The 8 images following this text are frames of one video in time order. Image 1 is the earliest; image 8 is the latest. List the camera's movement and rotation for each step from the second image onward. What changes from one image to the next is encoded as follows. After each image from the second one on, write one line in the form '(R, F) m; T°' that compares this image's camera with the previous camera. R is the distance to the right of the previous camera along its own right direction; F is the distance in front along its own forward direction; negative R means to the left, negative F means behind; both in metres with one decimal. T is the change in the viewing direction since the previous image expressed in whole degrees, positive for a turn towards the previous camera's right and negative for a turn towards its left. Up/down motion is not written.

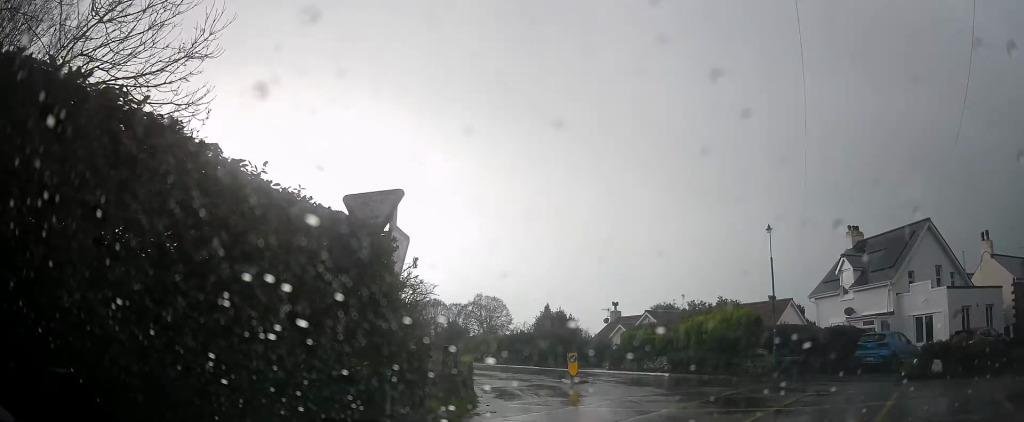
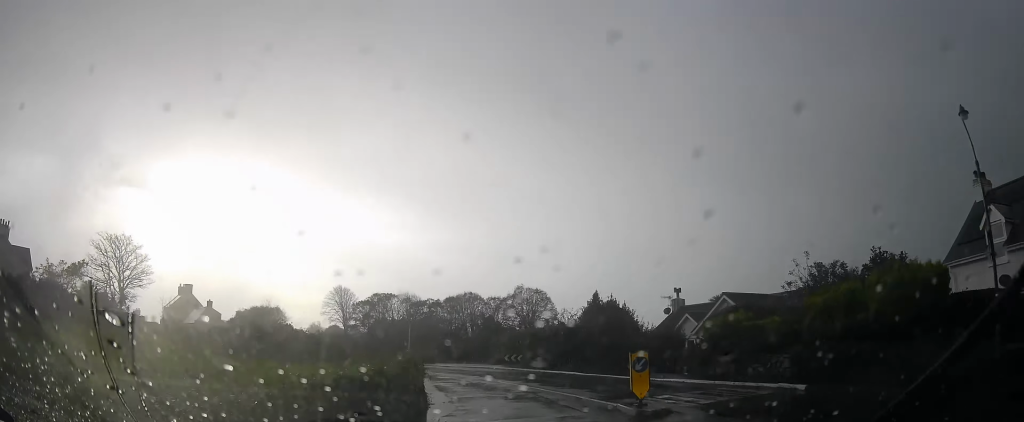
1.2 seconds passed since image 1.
(-0.8, +9.0) m; 0°
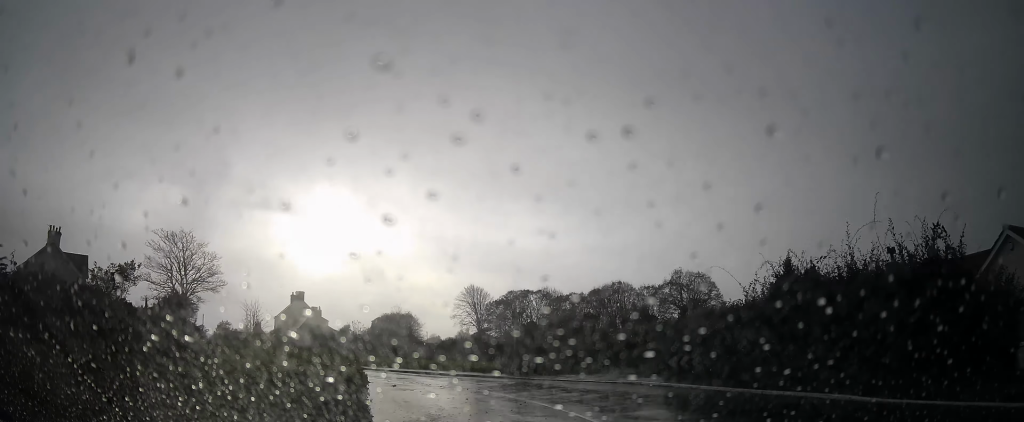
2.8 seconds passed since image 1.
(-0.4, +11.3) m; -15°
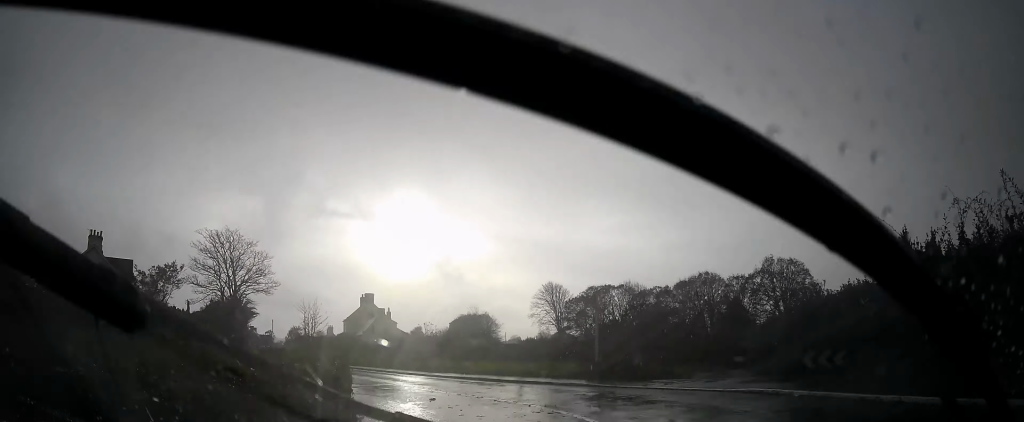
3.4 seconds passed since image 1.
(-0.4, +4.2) m; -6°
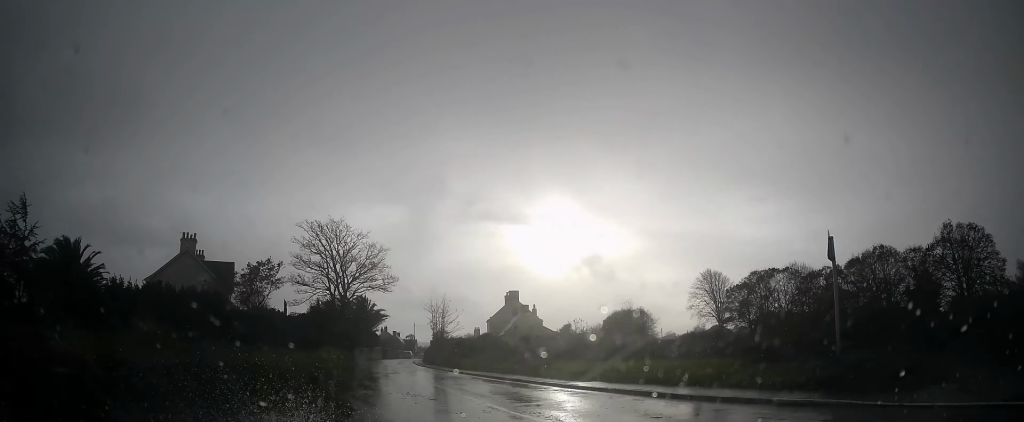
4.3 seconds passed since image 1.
(-0.5, +6.7) m; -6°
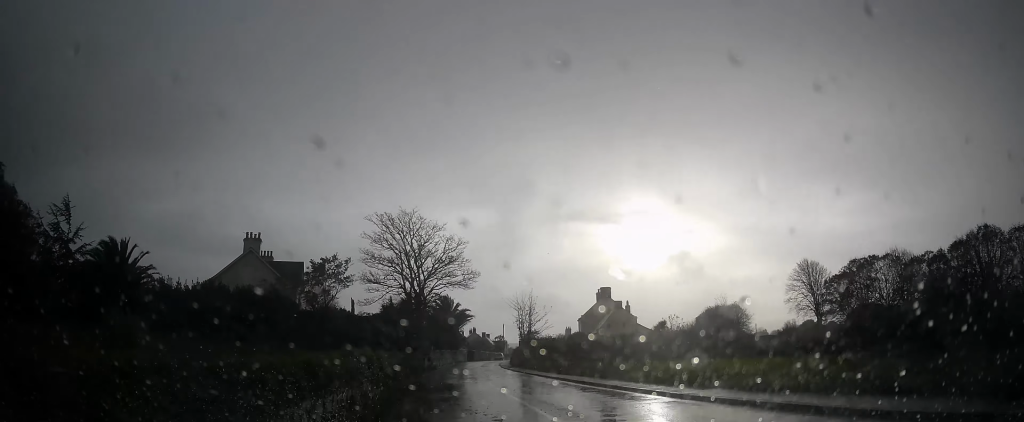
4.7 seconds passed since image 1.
(+0.1, +3.5) m; -3°
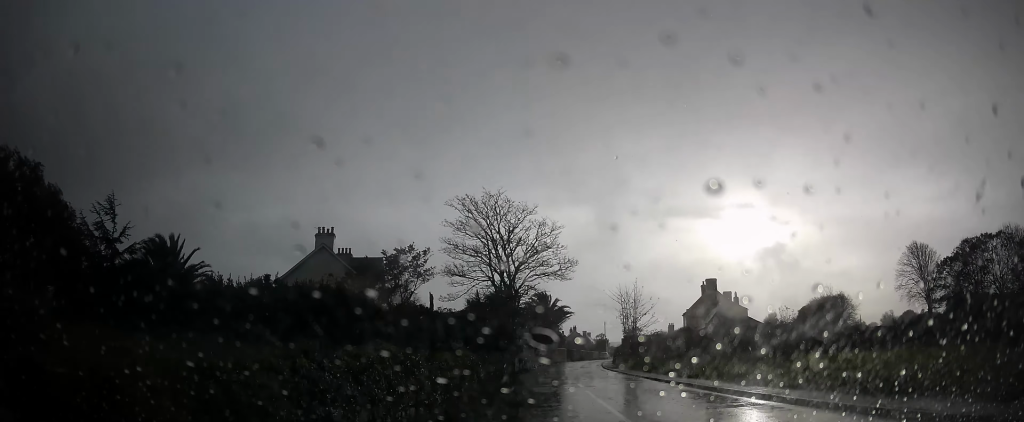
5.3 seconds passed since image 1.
(-0.2, +4.3) m; -9°
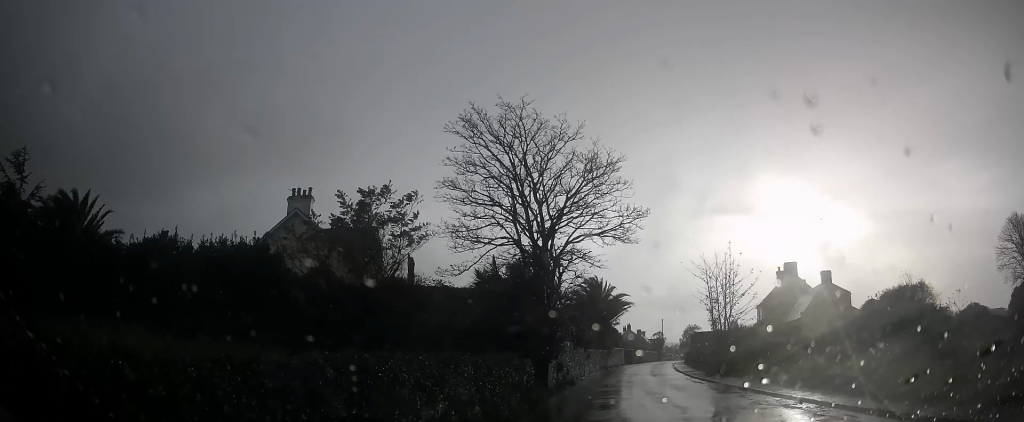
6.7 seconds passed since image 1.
(-3.0, +10.1) m; -29°
